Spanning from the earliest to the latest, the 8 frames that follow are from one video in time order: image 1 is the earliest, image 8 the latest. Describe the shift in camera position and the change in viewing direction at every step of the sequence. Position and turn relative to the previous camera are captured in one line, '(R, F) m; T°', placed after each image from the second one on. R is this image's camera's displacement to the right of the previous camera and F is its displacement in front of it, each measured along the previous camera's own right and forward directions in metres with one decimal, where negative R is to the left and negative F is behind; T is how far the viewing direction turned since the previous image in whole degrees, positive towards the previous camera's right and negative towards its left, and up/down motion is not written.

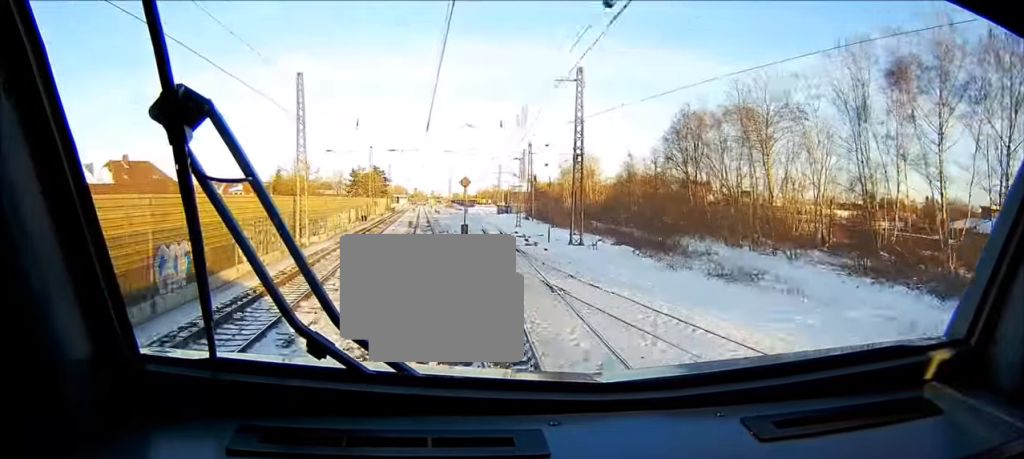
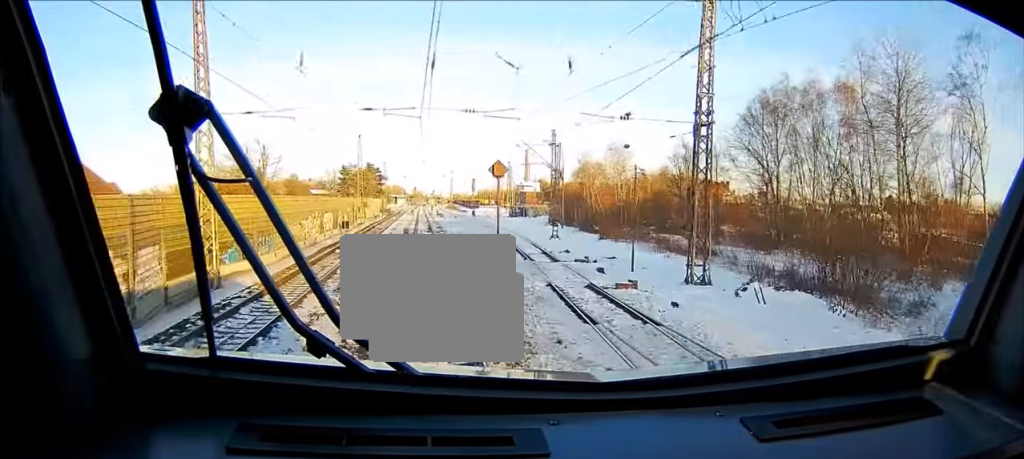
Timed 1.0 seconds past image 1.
(+0.1, +21.7) m; 0°
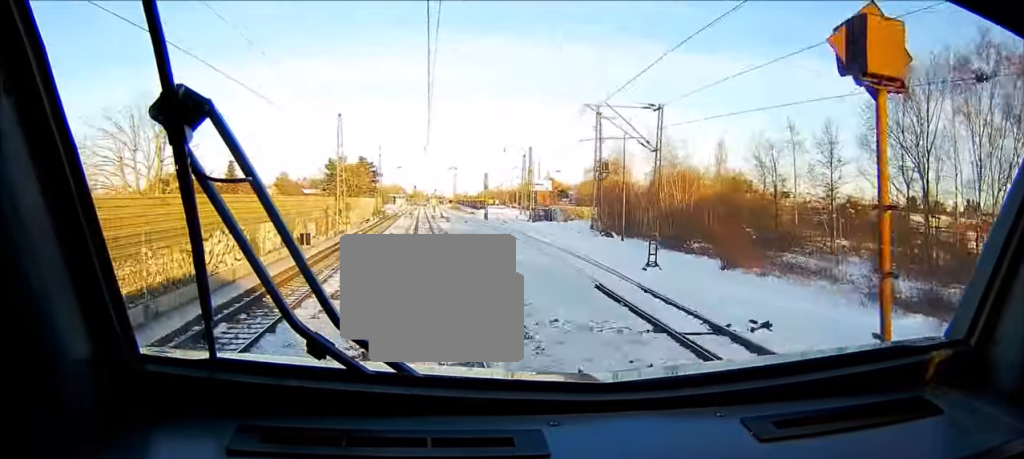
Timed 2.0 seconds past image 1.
(-0.1, +23.5) m; 0°
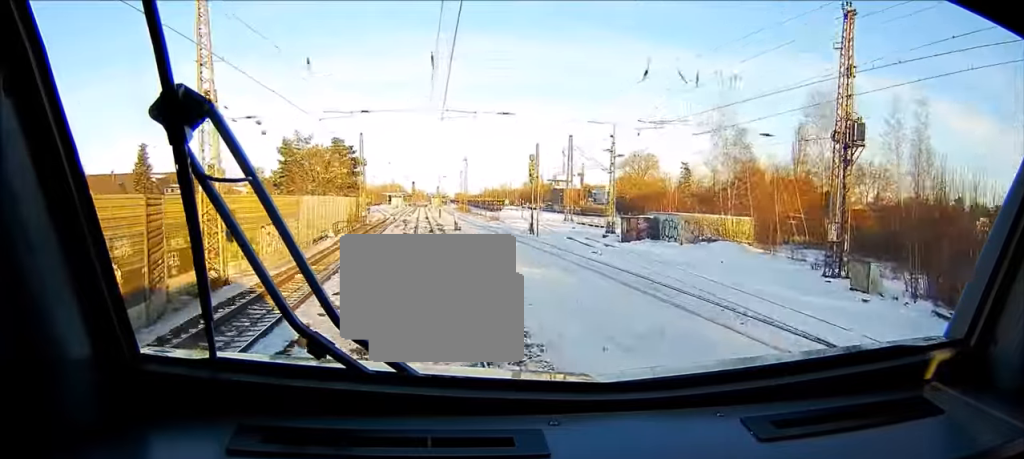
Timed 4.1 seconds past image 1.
(0.0, +45.0) m; 0°
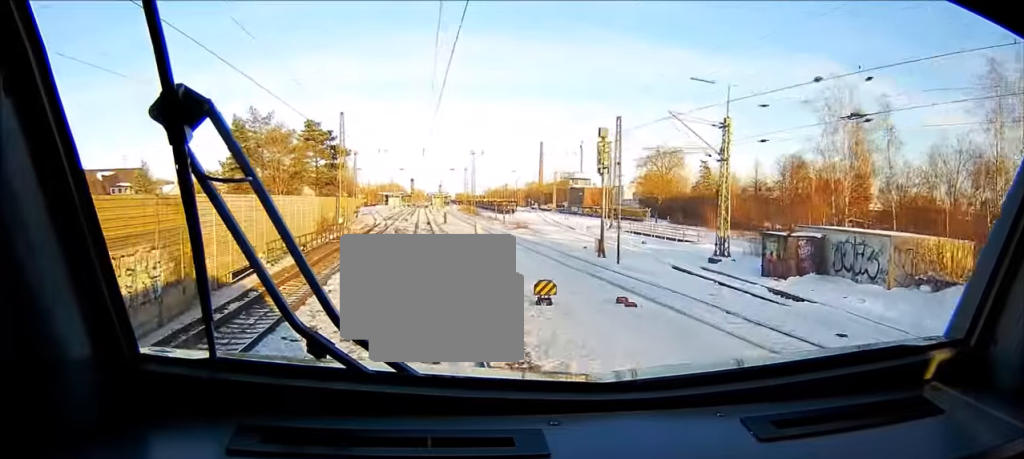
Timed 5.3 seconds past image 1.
(0.0, +23.7) m; 0°
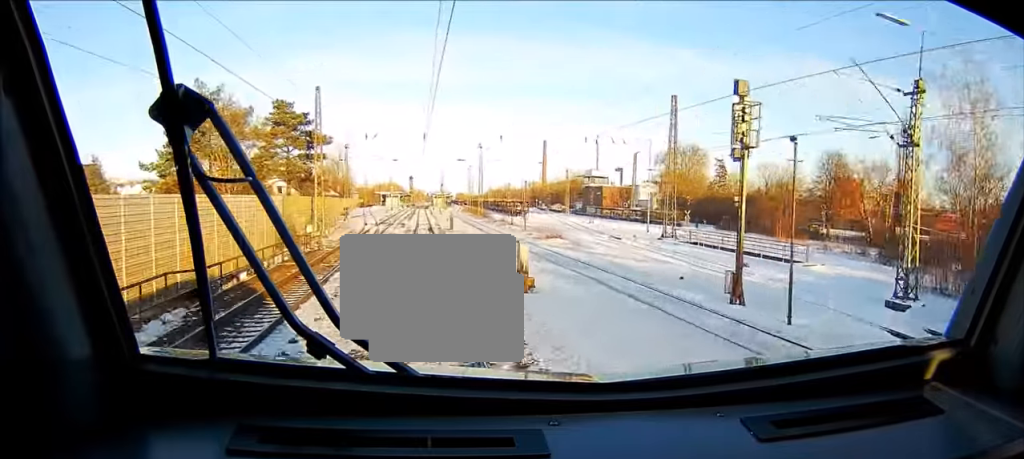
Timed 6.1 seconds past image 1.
(0.0, +17.9) m; 0°
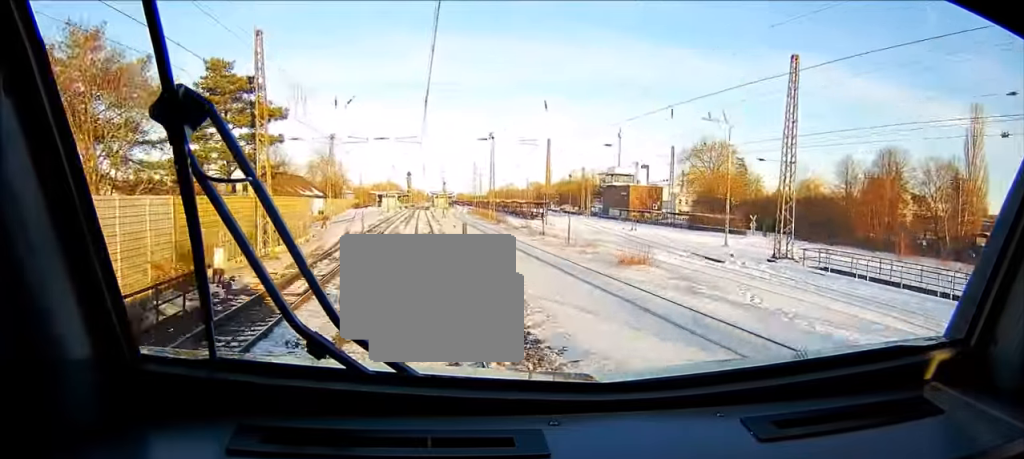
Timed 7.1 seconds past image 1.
(0.0, +19.7) m; 0°
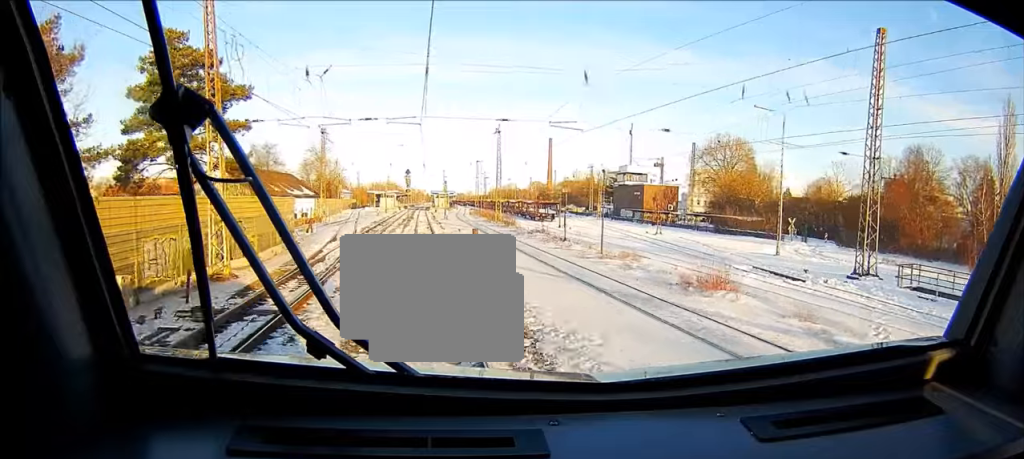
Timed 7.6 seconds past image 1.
(0.0, +9.4) m; 0°
